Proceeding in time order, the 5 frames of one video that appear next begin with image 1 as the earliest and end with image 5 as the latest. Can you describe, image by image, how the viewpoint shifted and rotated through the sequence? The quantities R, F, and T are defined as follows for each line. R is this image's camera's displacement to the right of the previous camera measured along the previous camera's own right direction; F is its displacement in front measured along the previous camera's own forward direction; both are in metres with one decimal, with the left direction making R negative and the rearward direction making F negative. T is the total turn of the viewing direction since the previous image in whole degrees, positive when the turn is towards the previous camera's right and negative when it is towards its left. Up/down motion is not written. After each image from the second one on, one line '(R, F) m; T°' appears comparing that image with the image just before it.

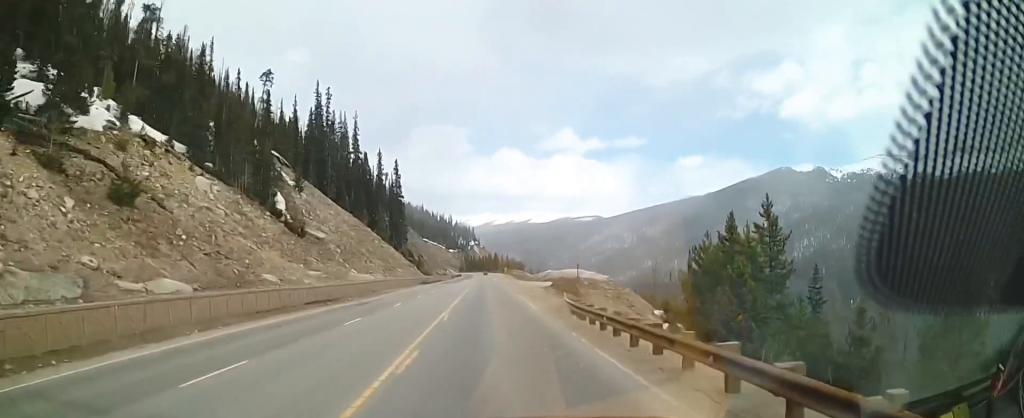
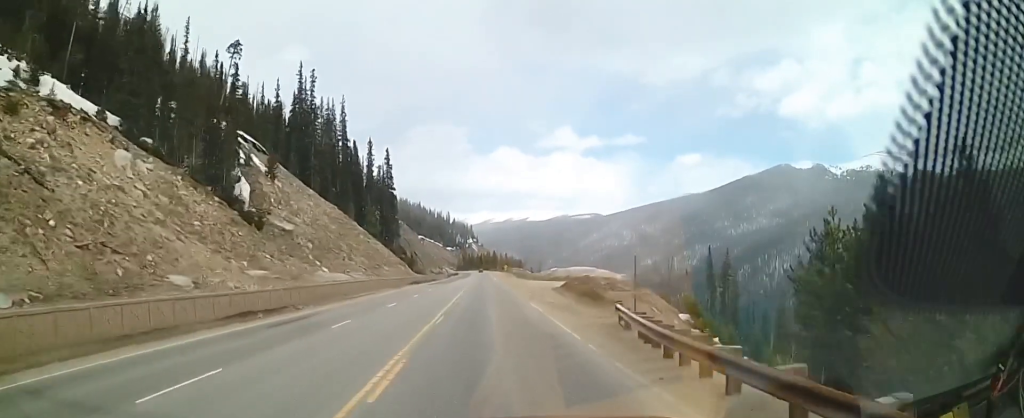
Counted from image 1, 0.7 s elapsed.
(0.0, +13.6) m; 0°
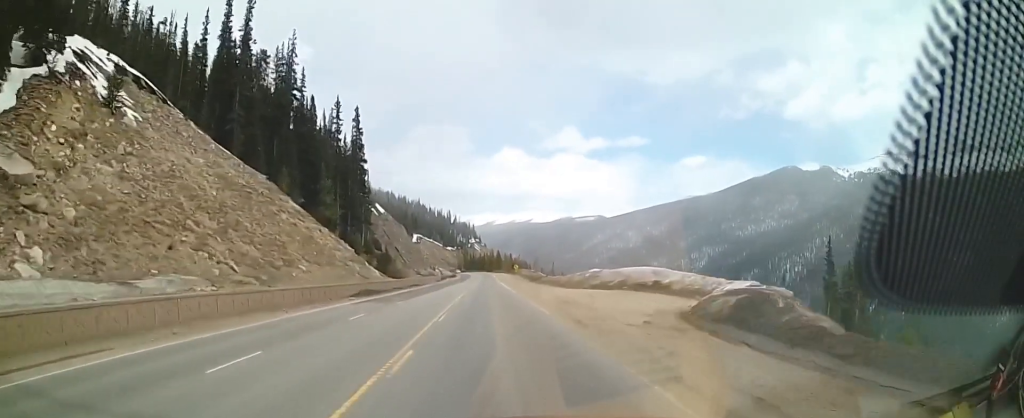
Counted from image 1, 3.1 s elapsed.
(+0.4, +45.9) m; +2°
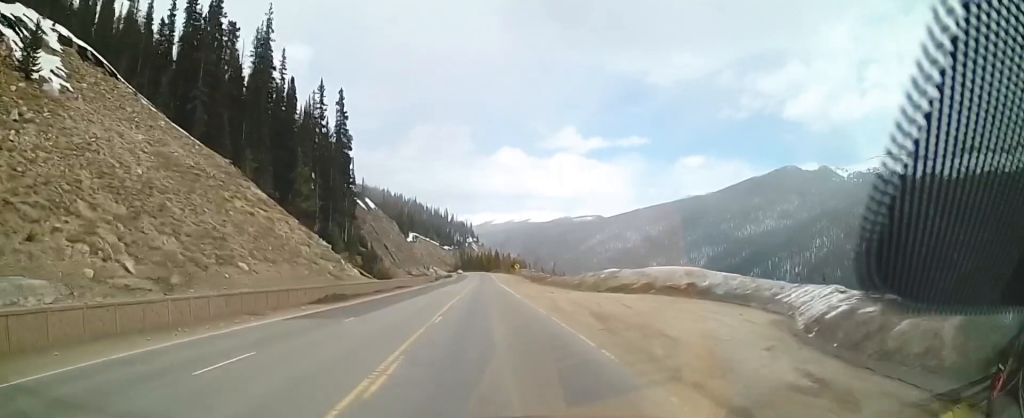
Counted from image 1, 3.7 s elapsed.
(0.0, +12.7) m; 0°
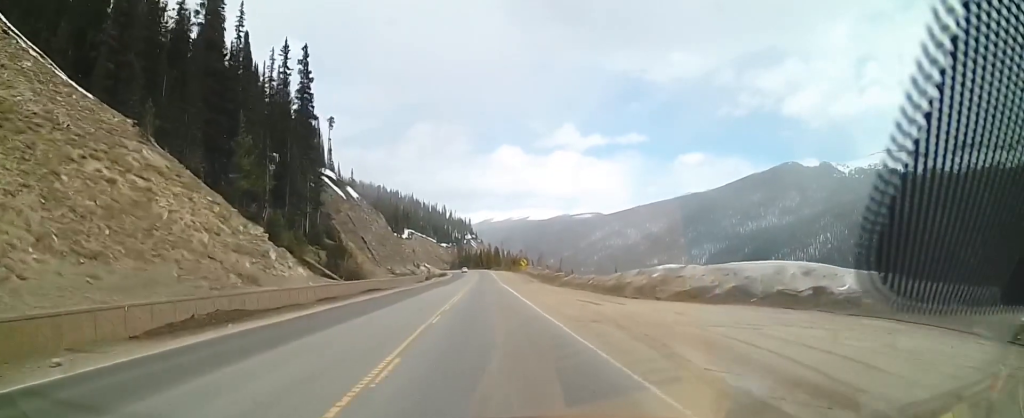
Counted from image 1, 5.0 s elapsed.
(-0.3, +23.3) m; -1°
